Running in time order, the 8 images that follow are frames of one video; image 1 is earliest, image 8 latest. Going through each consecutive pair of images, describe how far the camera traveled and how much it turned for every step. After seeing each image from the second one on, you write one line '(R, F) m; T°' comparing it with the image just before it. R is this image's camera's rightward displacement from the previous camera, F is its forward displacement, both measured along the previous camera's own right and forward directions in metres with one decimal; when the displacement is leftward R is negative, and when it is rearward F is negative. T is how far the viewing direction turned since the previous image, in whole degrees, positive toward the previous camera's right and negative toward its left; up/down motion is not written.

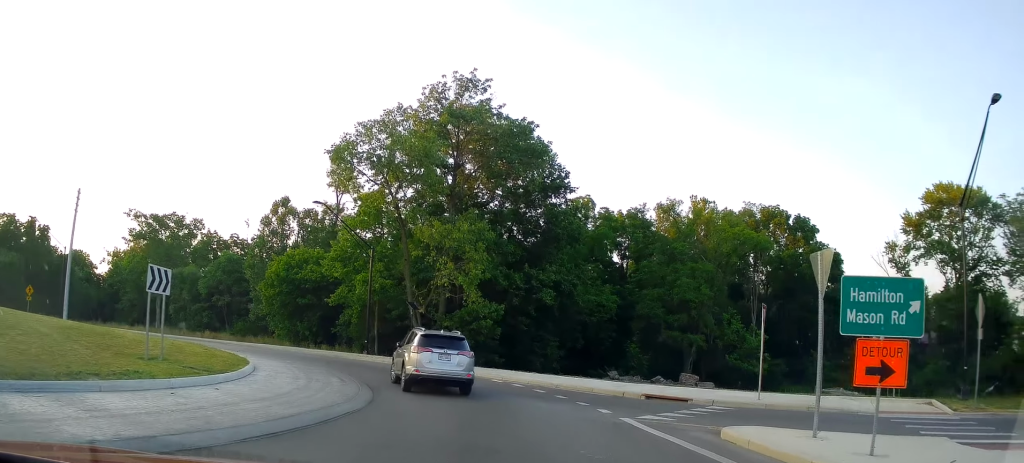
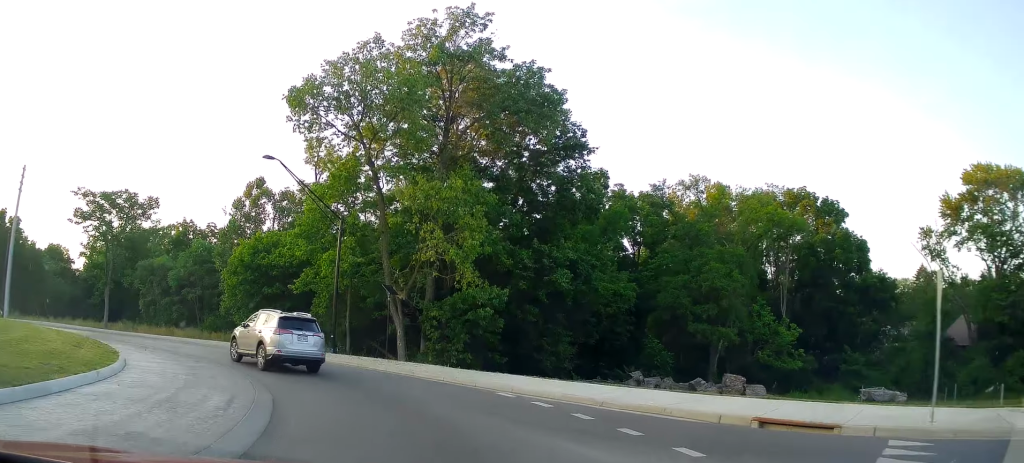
(+0.5, +7.8) m; +1°
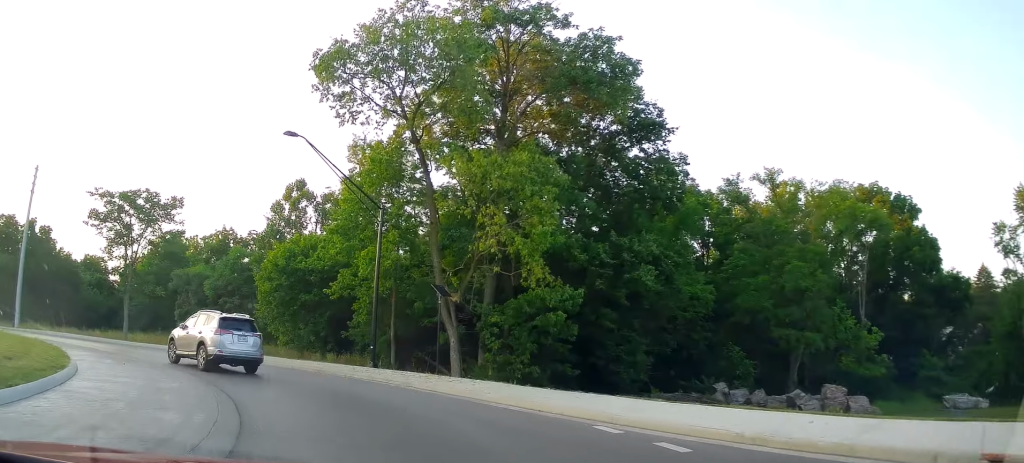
(+0.2, +4.6) m; -7°
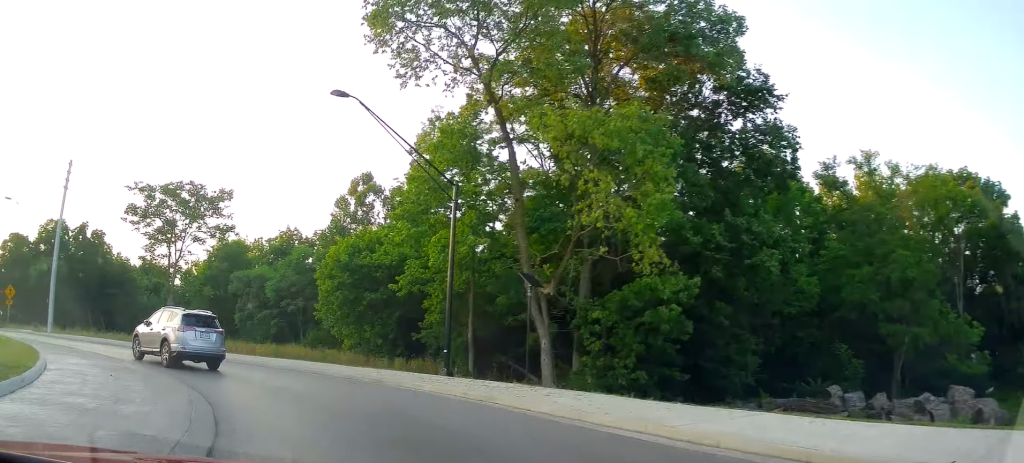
(-0.6, +4.2) m; -11°
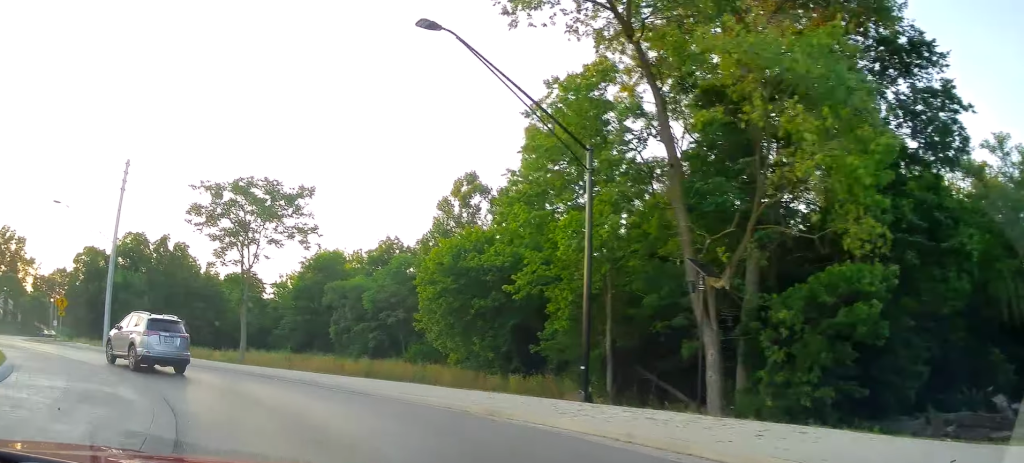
(-0.6, +5.2) m; -10°
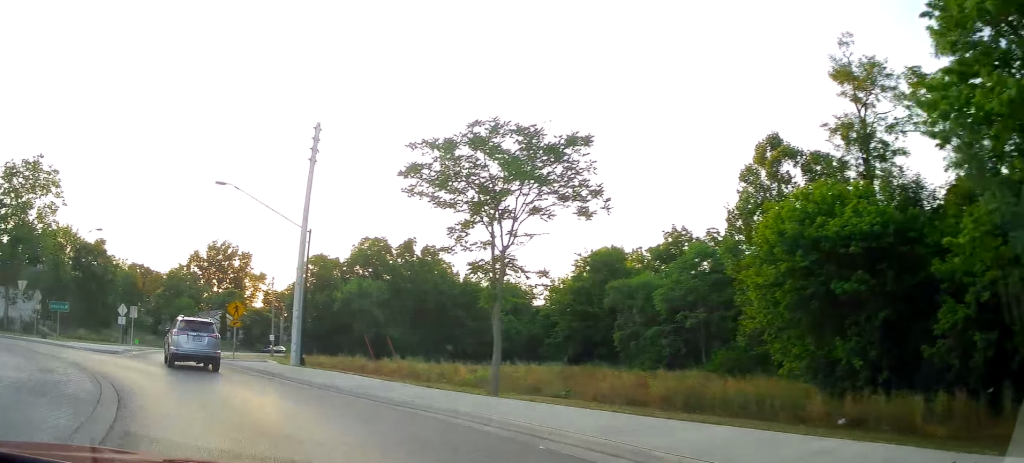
(-1.6, +11.1) m; -12°
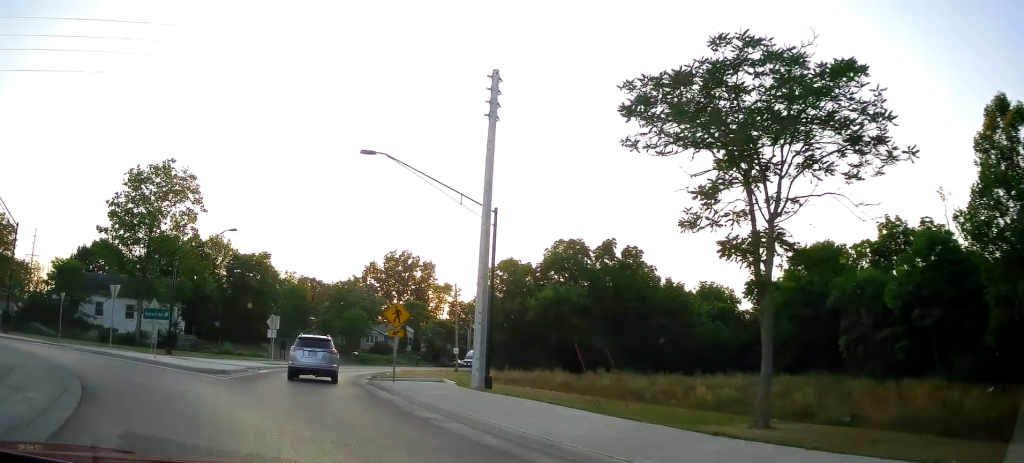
(-0.4, +8.0) m; -6°
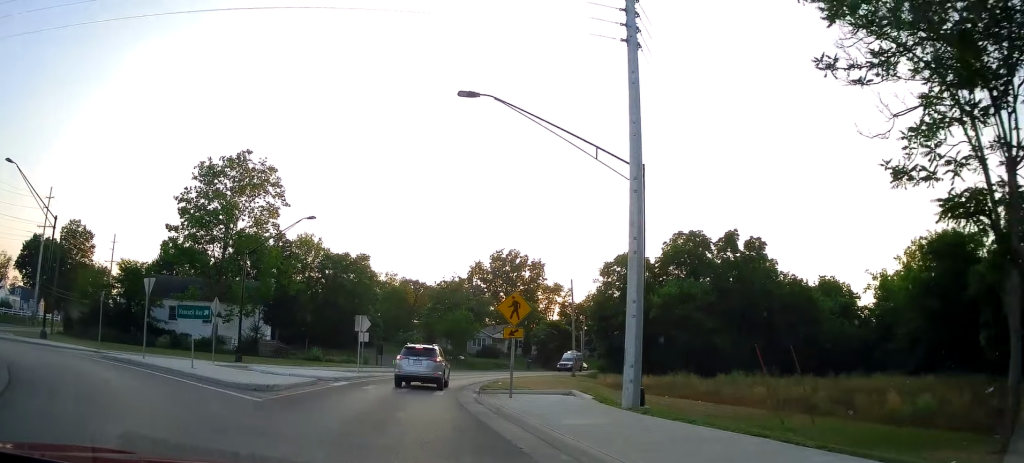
(-0.1, +6.3) m; -5°
